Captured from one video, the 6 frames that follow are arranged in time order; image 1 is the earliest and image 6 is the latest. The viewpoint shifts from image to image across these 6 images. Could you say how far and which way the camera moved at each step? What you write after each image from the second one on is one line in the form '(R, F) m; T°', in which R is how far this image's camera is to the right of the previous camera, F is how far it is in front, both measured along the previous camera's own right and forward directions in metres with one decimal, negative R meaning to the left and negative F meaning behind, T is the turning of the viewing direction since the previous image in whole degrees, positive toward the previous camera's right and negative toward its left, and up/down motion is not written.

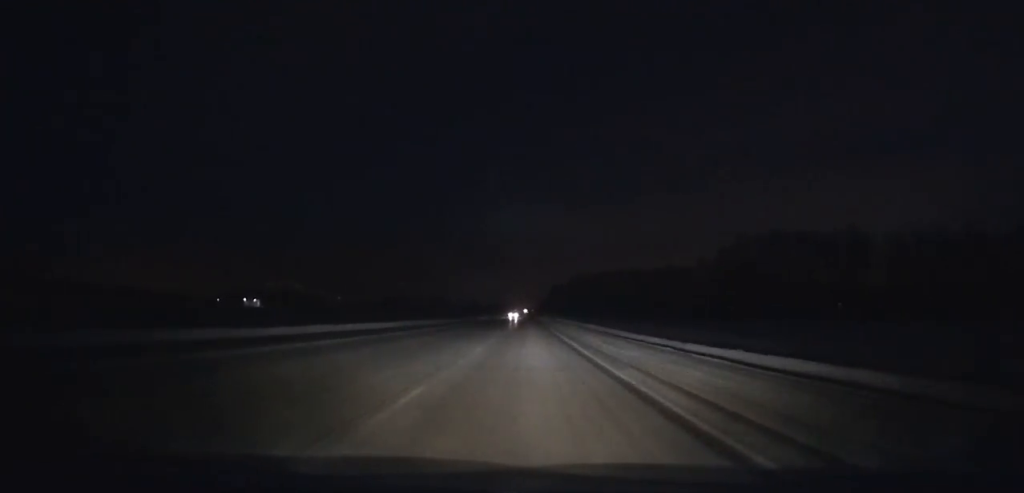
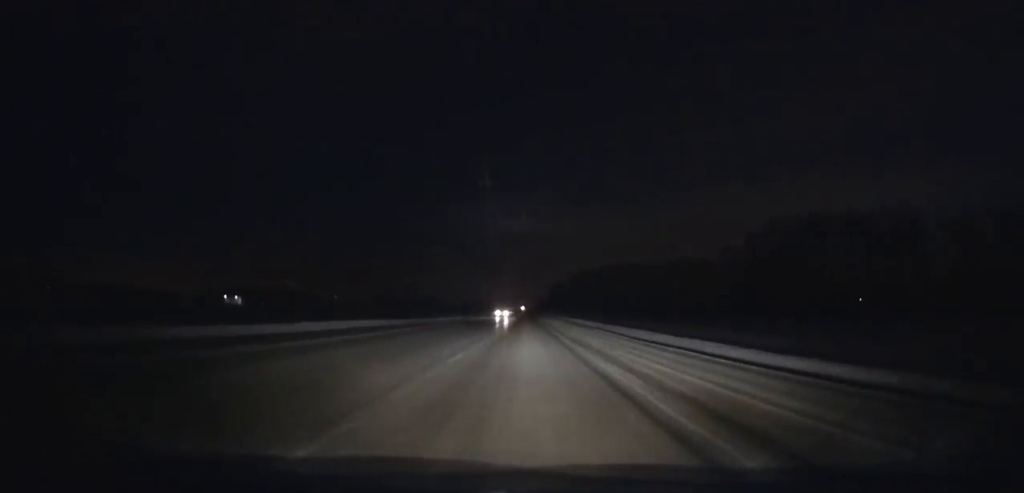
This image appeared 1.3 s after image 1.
(0.0, +27.1) m; 0°
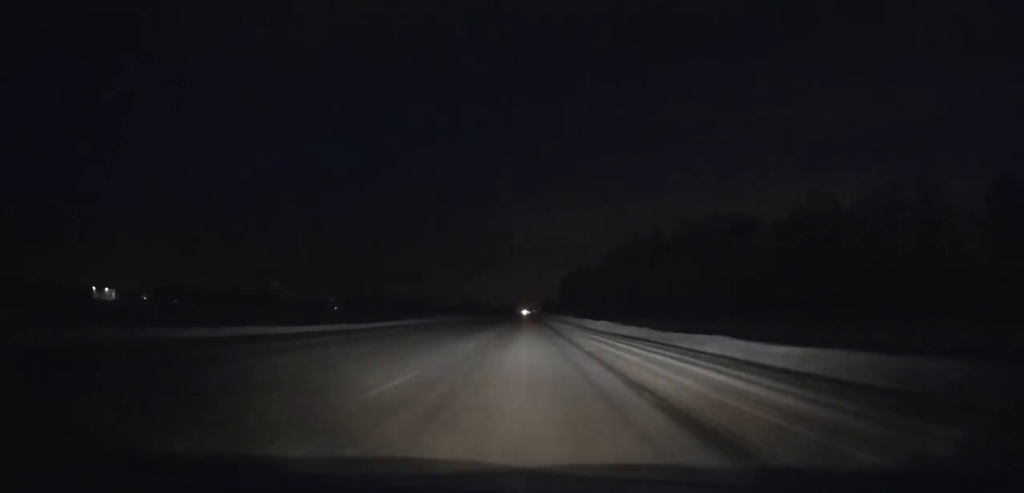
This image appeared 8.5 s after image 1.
(-0.6, +149.8) m; 0°
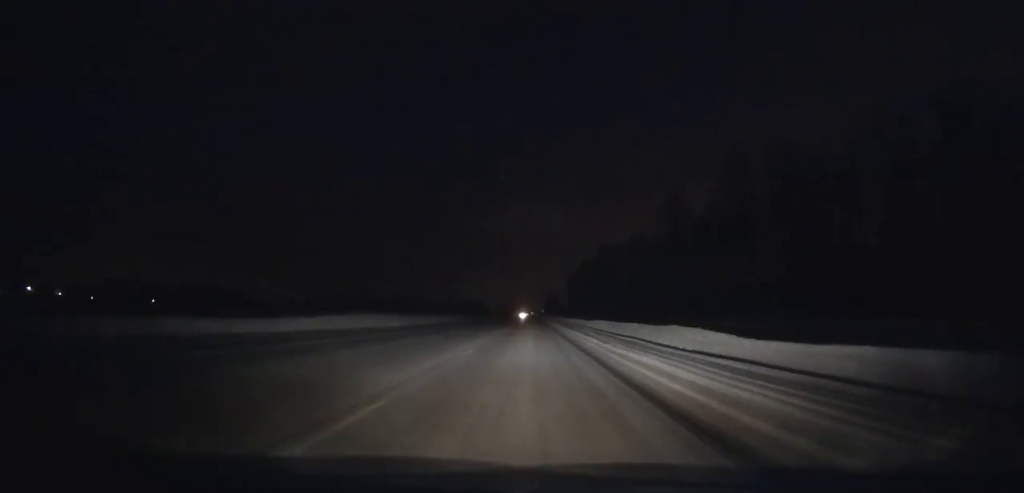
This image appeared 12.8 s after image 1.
(0.0, +88.0) m; 0°
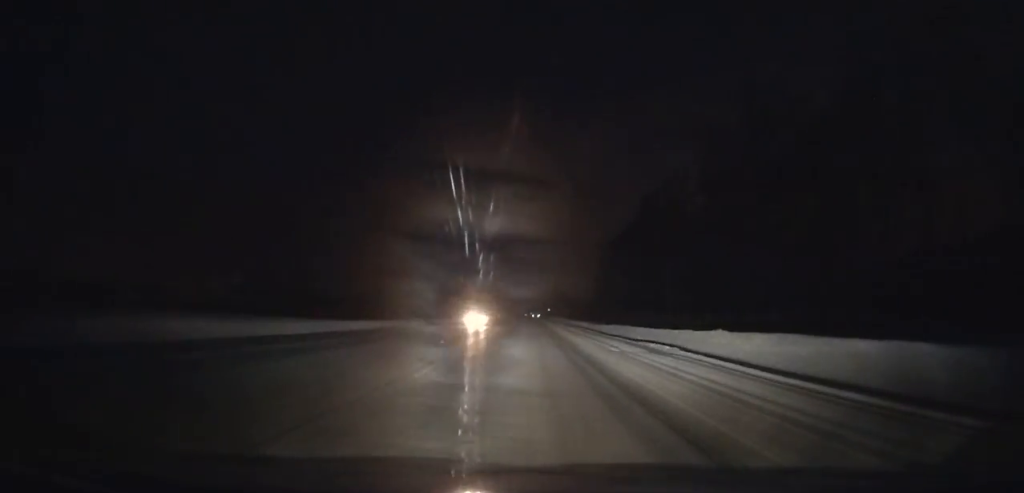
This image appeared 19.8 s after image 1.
(+0.5, +137.6) m; 0°
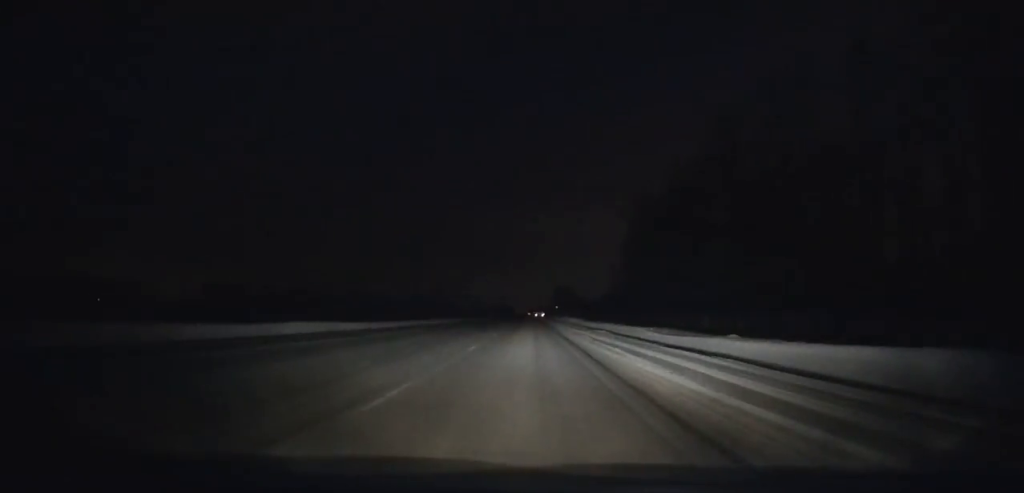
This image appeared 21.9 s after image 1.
(+0.1, +39.6) m; 0°
